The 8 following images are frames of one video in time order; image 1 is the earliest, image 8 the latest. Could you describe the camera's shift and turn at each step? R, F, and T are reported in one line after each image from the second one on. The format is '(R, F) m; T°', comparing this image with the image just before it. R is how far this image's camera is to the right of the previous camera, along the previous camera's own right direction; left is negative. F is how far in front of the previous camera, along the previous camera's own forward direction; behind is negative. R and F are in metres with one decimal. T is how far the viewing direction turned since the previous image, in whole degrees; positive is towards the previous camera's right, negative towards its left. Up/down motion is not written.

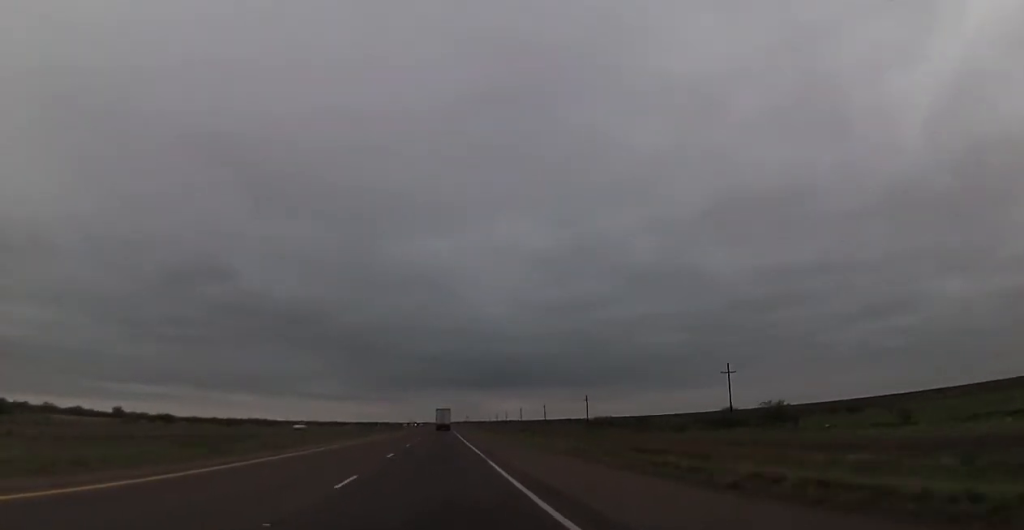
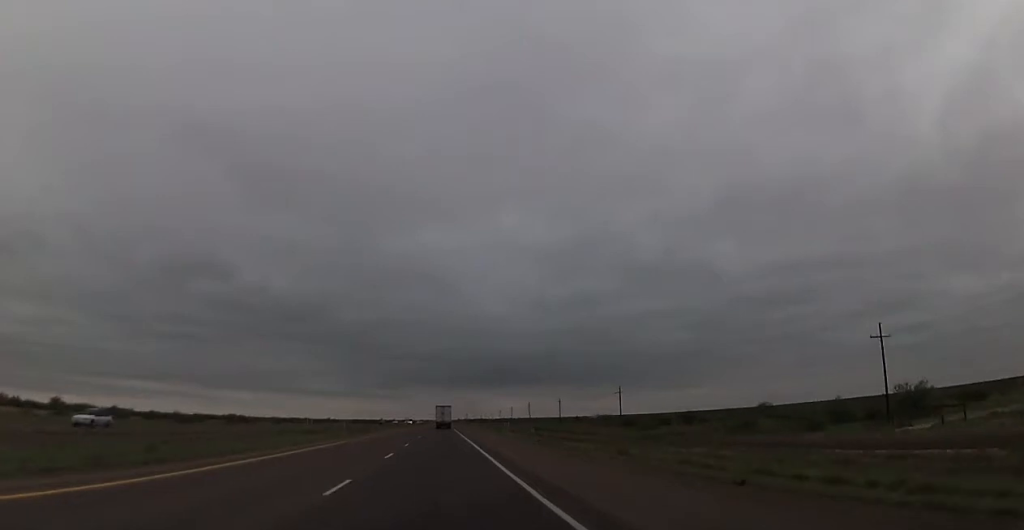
(+0.6, +38.1) m; +1°
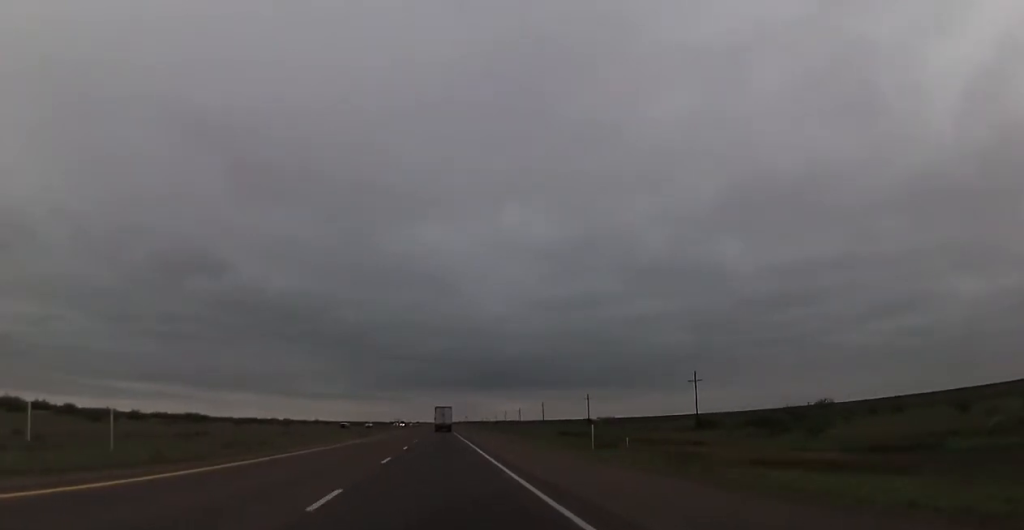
(0.0, +50.3) m; 0°
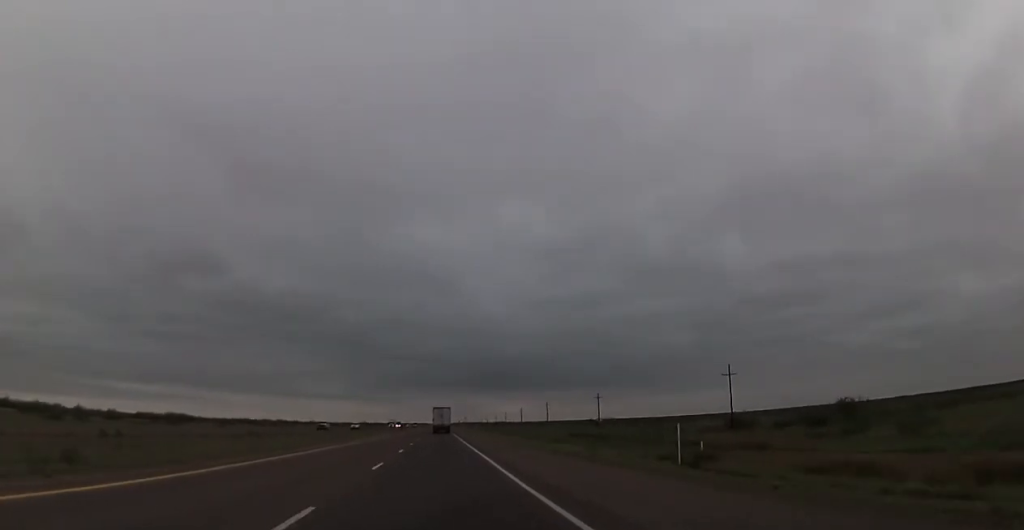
(0.0, +14.7) m; 0°
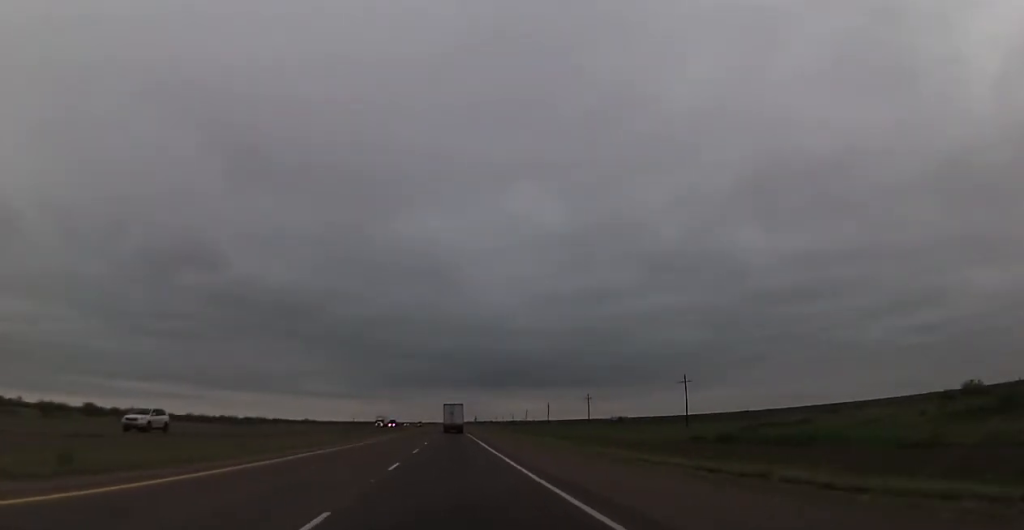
(-0.4, +61.4) m; -1°
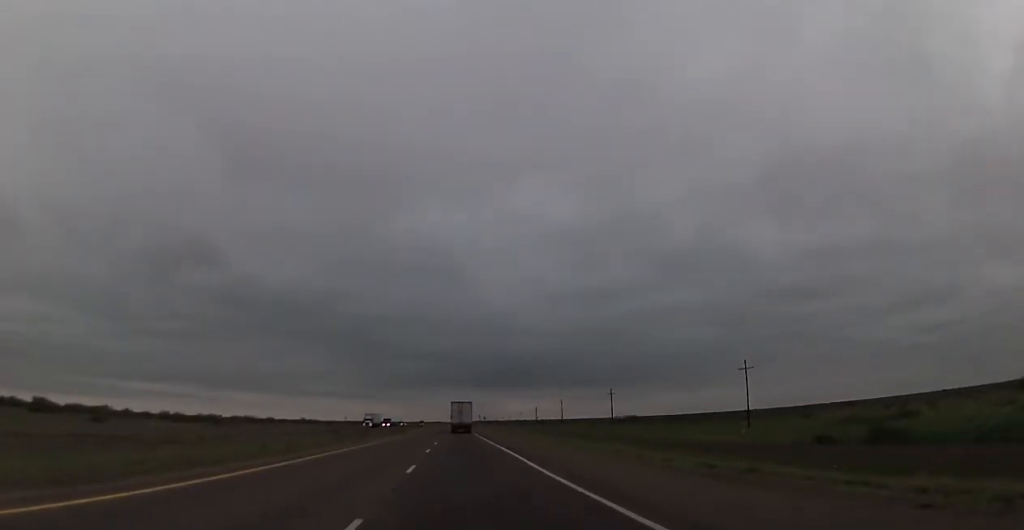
(-0.2, +24.5) m; 0°
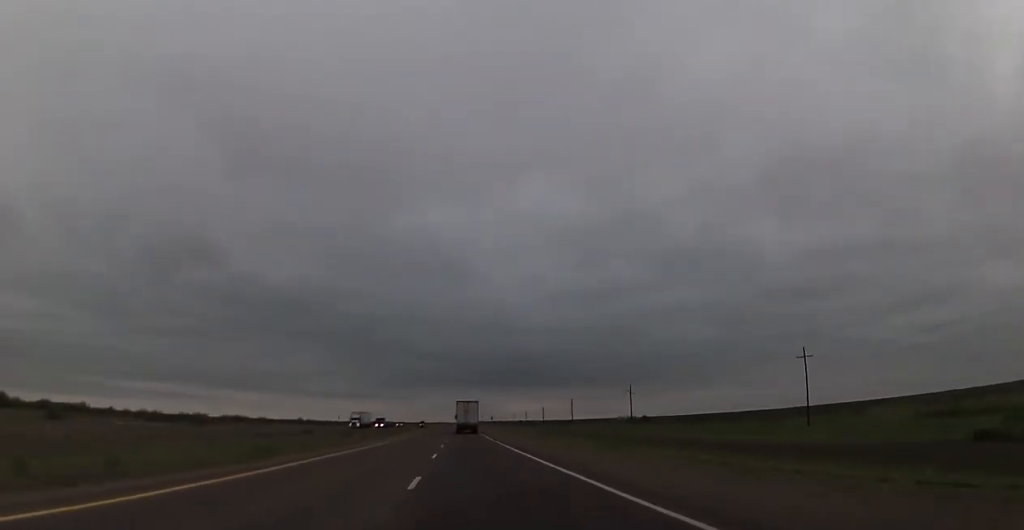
(+0.2, +17.1) m; 0°
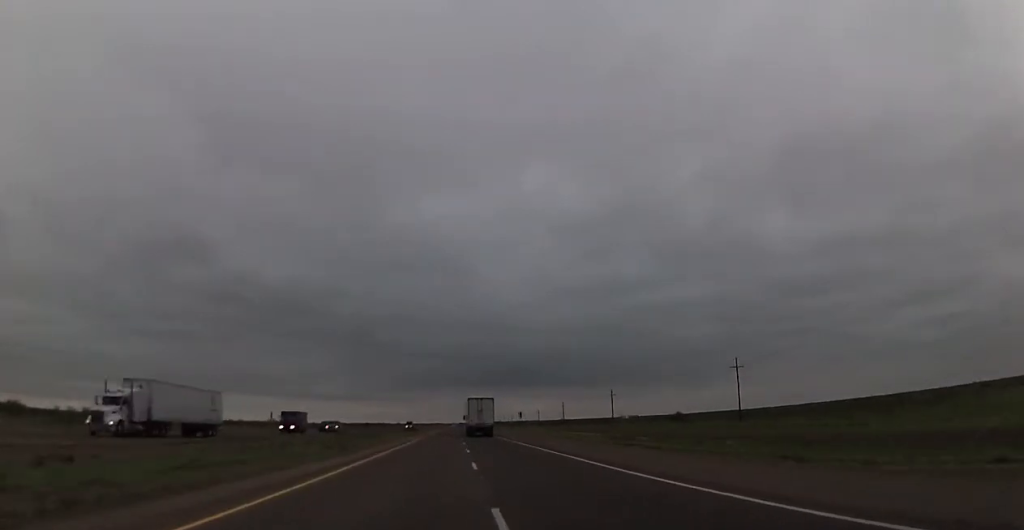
(-0.4, +66.2) m; 0°
